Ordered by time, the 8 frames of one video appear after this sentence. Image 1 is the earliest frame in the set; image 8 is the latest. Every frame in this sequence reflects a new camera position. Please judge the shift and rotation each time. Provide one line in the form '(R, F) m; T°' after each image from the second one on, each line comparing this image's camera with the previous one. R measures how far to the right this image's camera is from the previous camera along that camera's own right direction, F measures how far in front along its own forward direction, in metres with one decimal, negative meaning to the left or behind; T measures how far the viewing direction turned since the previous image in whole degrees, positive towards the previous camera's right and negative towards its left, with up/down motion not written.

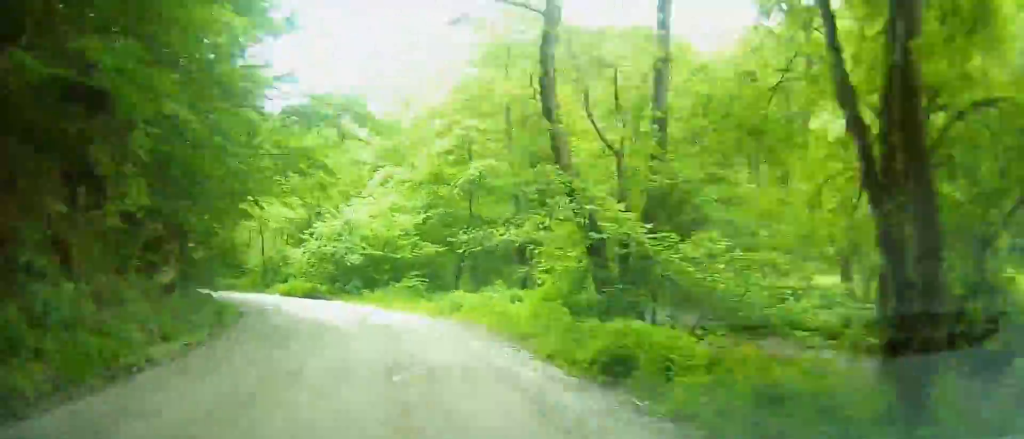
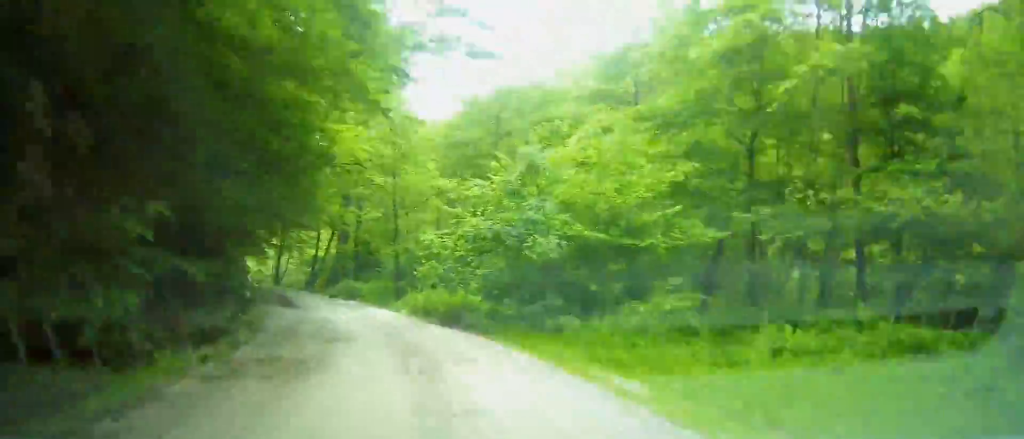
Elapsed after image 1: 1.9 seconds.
(+0.9, +18.9) m; -6°
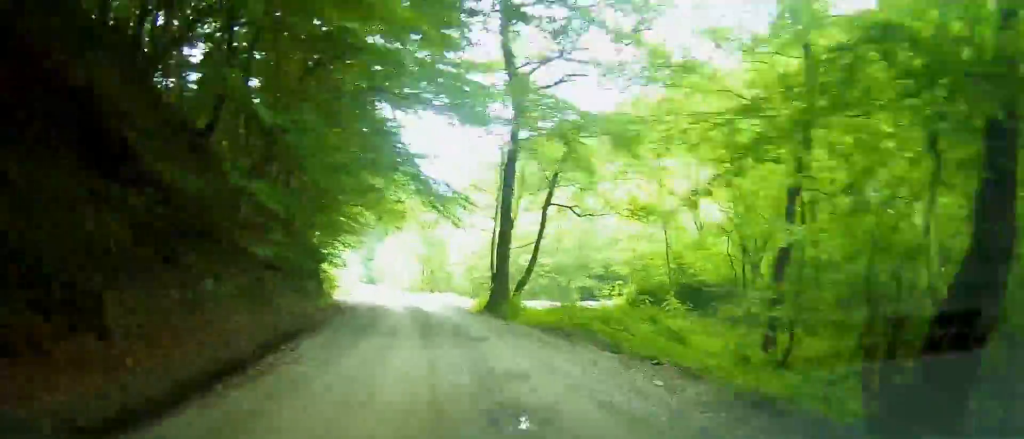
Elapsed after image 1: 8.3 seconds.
(-12.8, +63.9) m; -17°
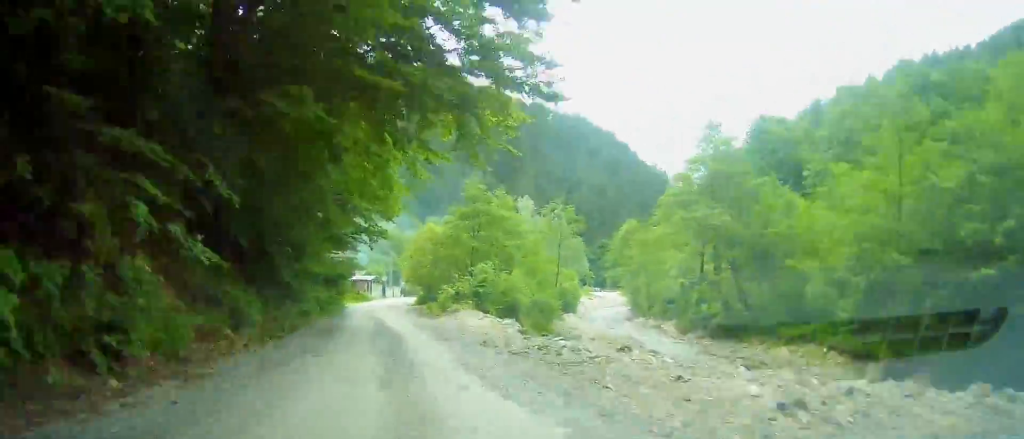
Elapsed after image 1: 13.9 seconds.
(-5.6, +57.0) m; -15°
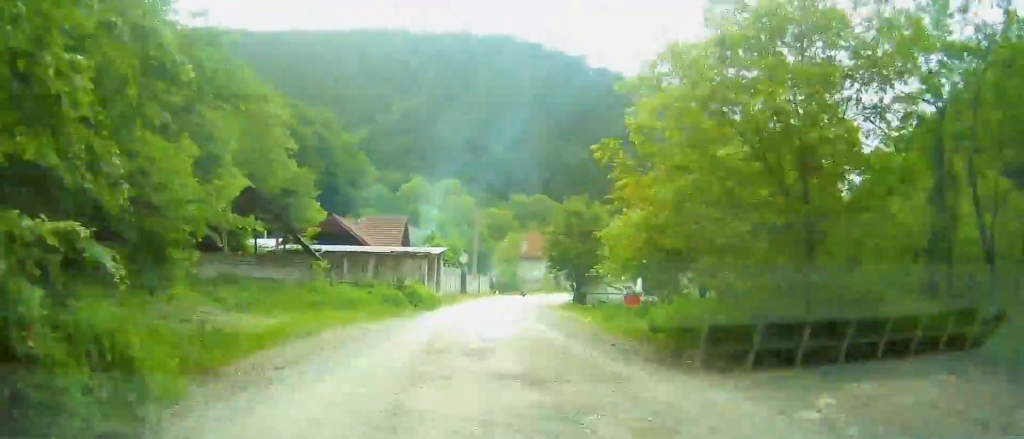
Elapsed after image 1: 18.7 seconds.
(-4.5, +46.4) m; -1°
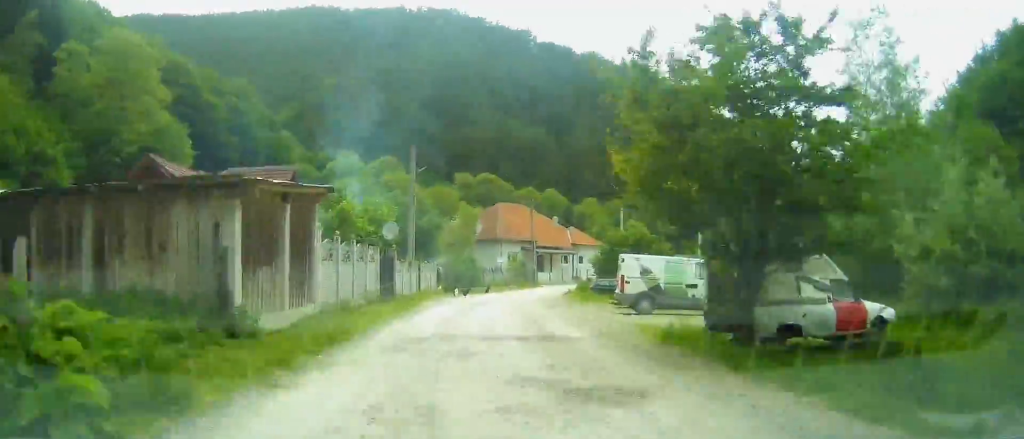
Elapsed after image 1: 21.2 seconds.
(+1.0, +22.7) m; +5°
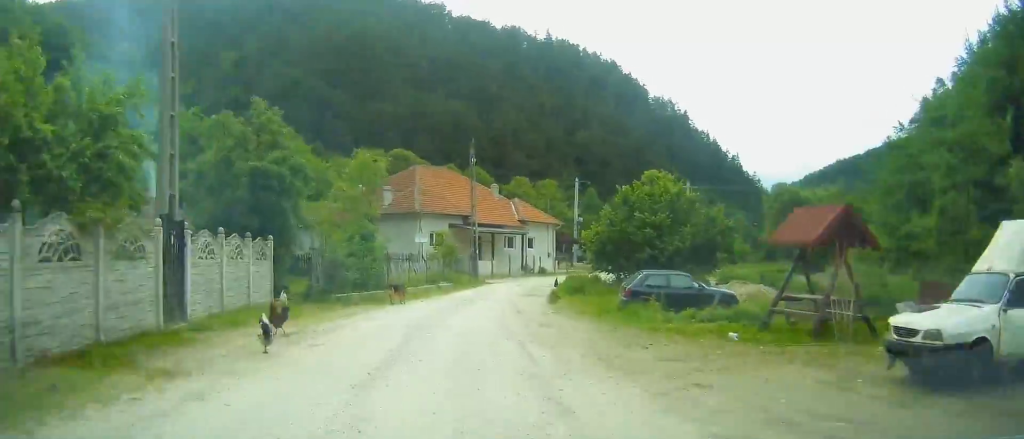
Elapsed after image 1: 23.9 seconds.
(+1.4, +22.8) m; +7°
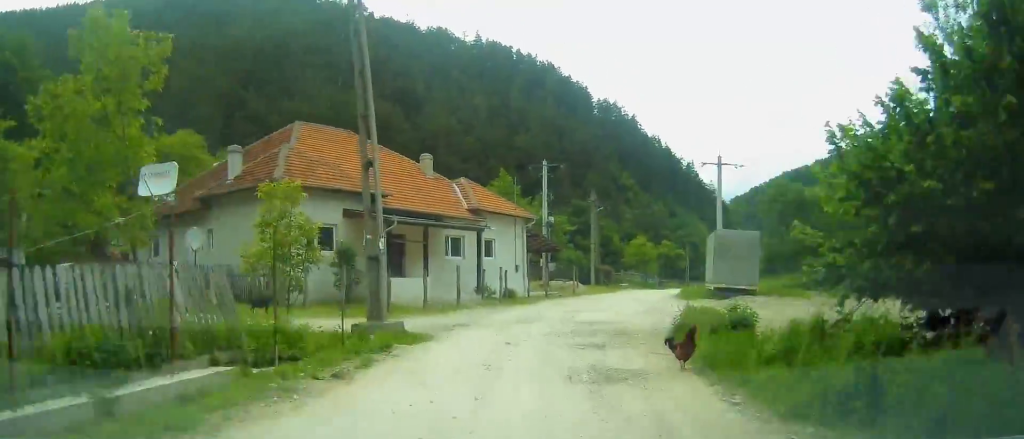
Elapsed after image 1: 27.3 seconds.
(+2.2, +27.7) m; +11°
